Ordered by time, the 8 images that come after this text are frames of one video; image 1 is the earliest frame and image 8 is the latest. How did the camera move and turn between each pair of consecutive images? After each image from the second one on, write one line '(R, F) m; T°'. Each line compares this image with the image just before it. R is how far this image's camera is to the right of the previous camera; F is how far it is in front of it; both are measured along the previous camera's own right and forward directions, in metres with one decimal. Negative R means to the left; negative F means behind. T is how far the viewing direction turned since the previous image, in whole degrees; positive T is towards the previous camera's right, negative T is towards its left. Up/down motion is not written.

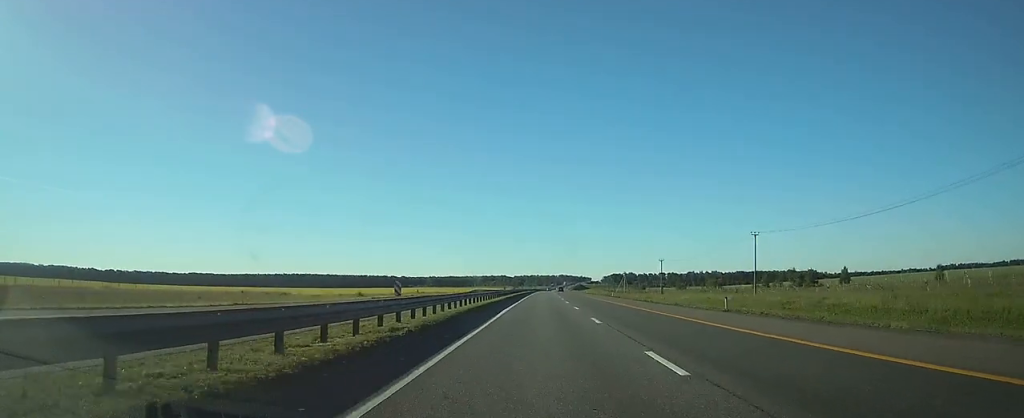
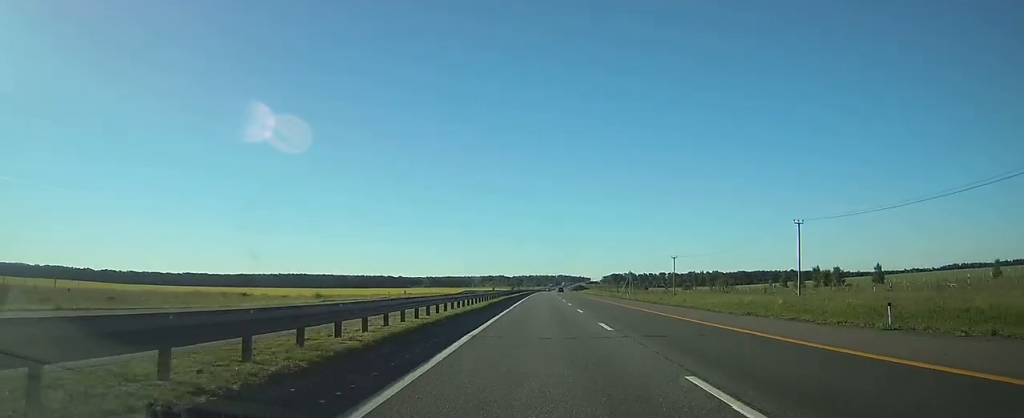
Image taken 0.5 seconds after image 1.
(0.0, +15.0) m; 0°
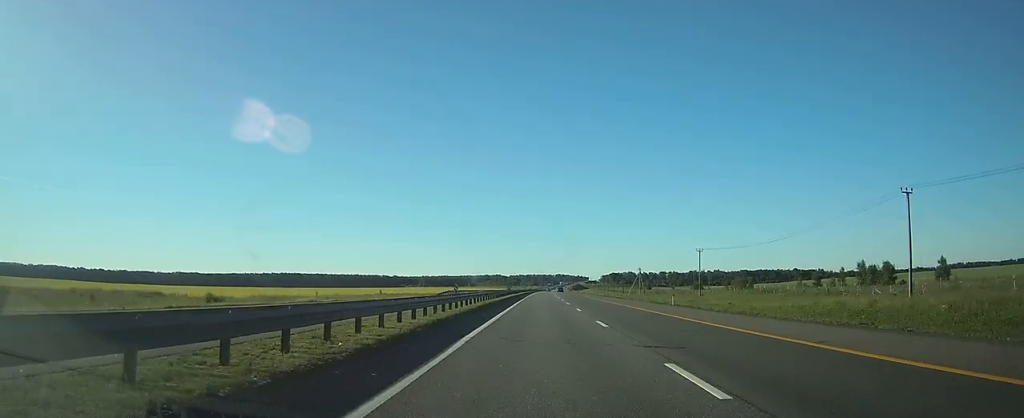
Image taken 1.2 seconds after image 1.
(0.0, +22.5) m; 0°
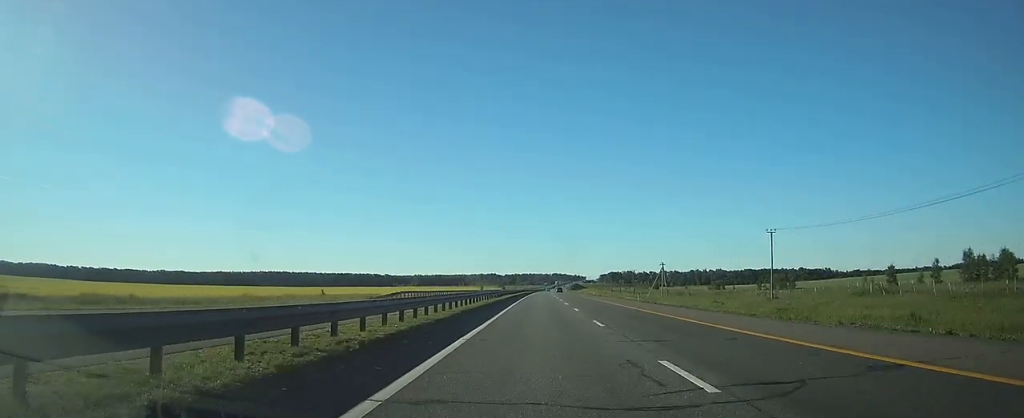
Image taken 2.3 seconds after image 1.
(0.0, +35.5) m; 0°
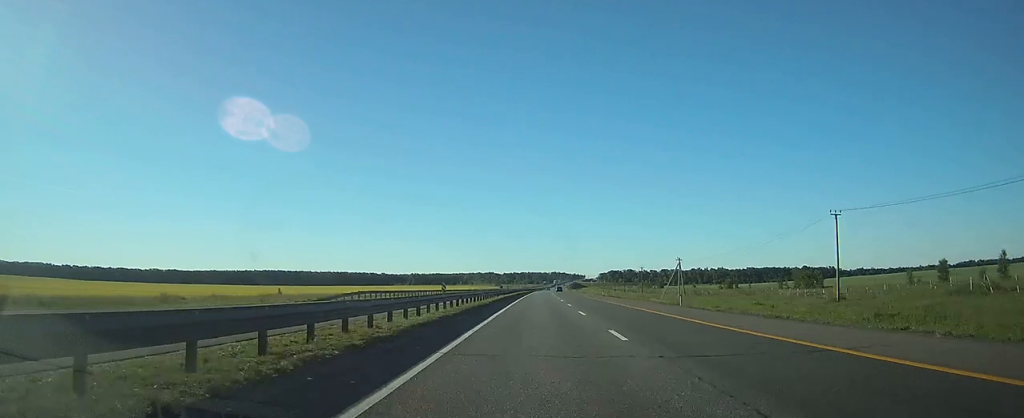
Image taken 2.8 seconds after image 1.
(0.0, +17.2) m; 0°
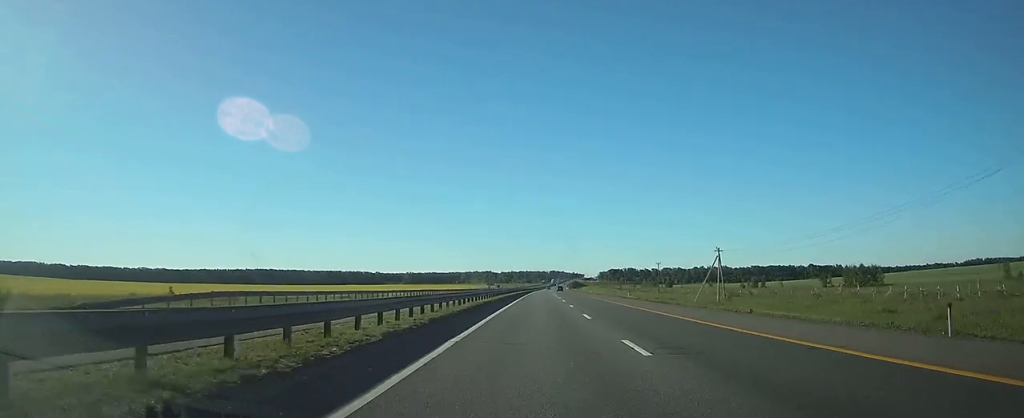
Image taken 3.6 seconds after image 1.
(+0.1, +26.9) m; 0°
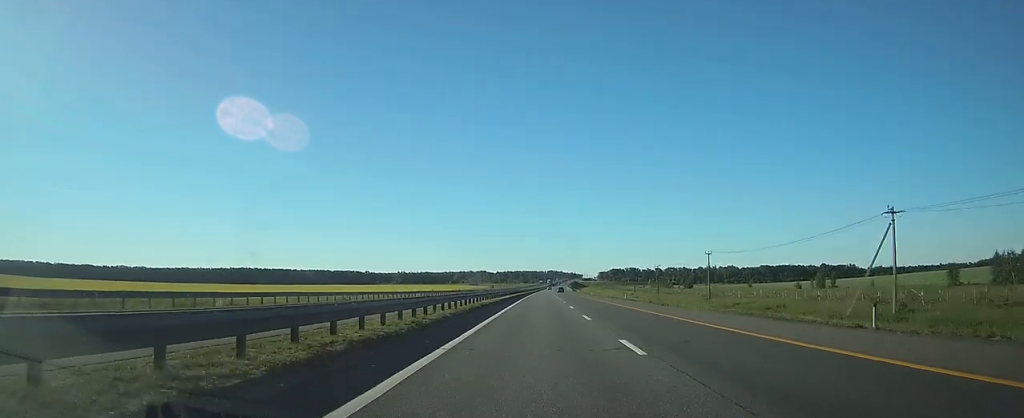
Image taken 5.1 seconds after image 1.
(+0.2, +47.4) m; +1°
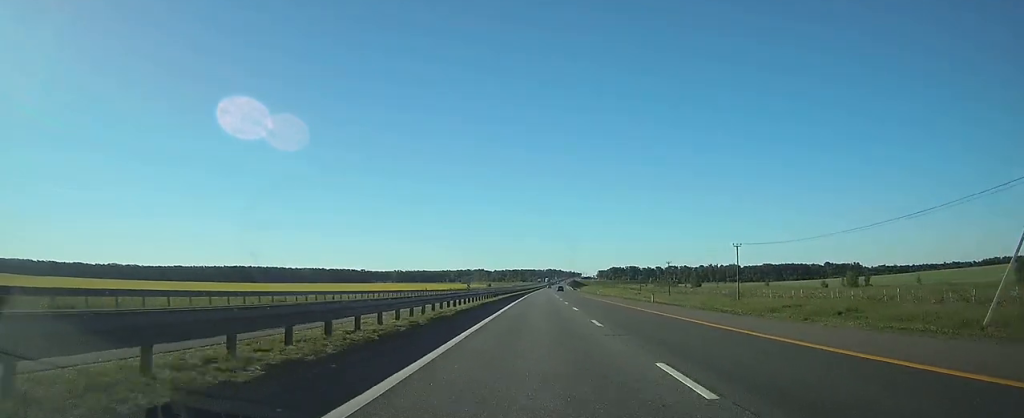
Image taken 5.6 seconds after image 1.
(0.0, +16.2) m; 0°
